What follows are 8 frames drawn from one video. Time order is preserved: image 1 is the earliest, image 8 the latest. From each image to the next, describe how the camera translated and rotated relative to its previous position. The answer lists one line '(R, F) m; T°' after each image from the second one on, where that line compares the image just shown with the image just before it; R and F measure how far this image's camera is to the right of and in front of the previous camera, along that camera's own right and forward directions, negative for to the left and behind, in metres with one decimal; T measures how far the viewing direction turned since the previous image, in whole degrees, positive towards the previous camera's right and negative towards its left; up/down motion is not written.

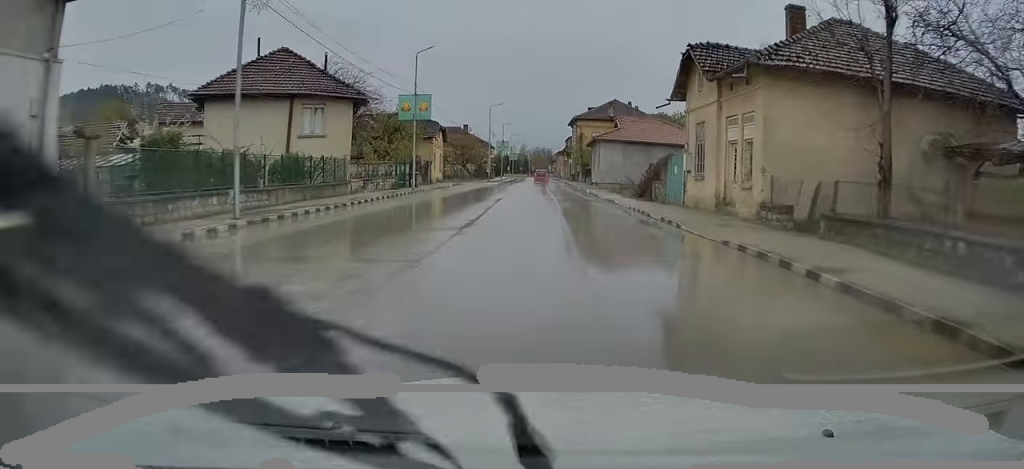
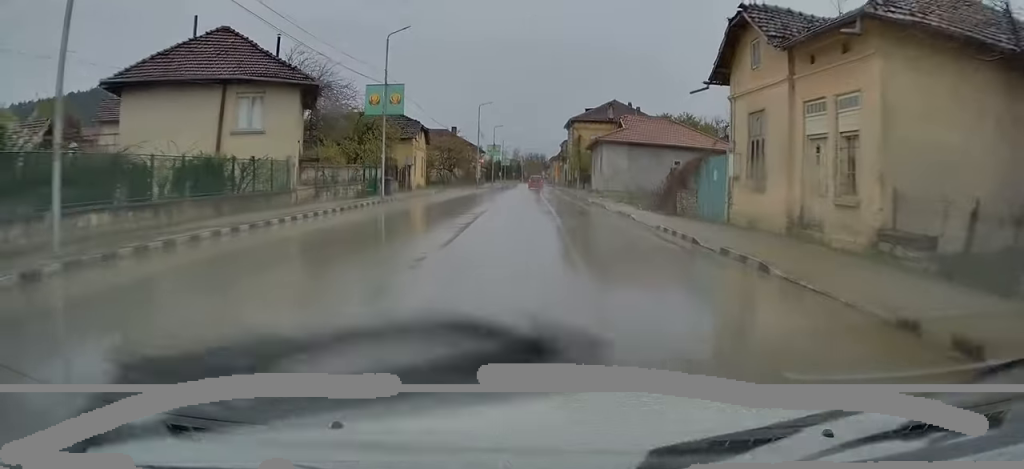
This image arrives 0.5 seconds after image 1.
(0.0, +6.5) m; 0°
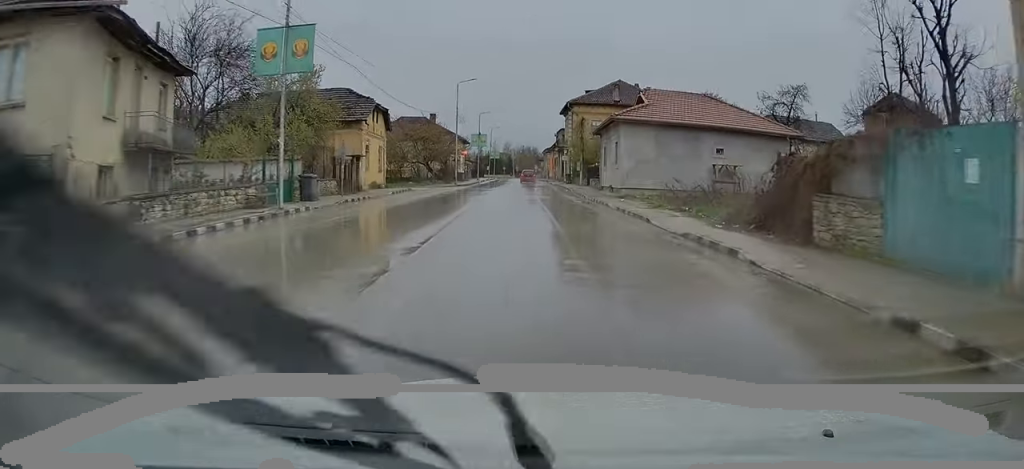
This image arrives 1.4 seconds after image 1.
(0.0, +12.7) m; 0°
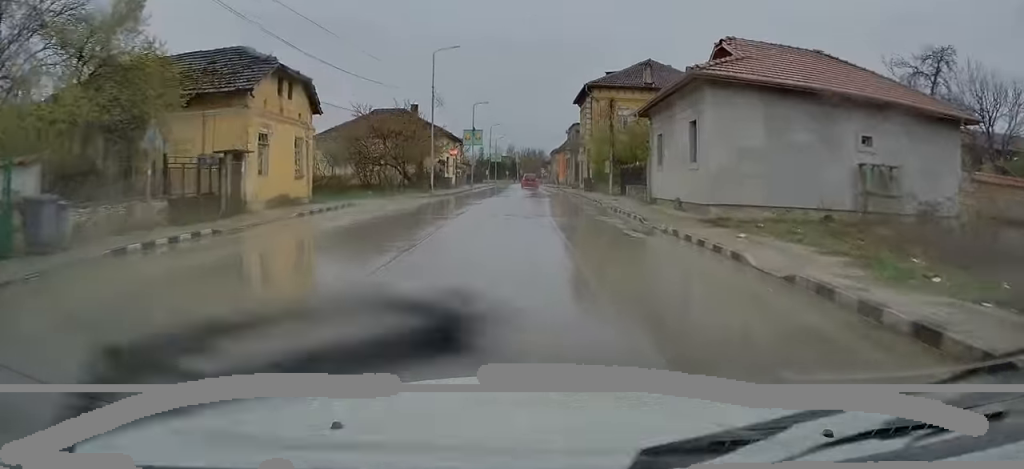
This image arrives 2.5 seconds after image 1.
(0.0, +15.8) m; 0°
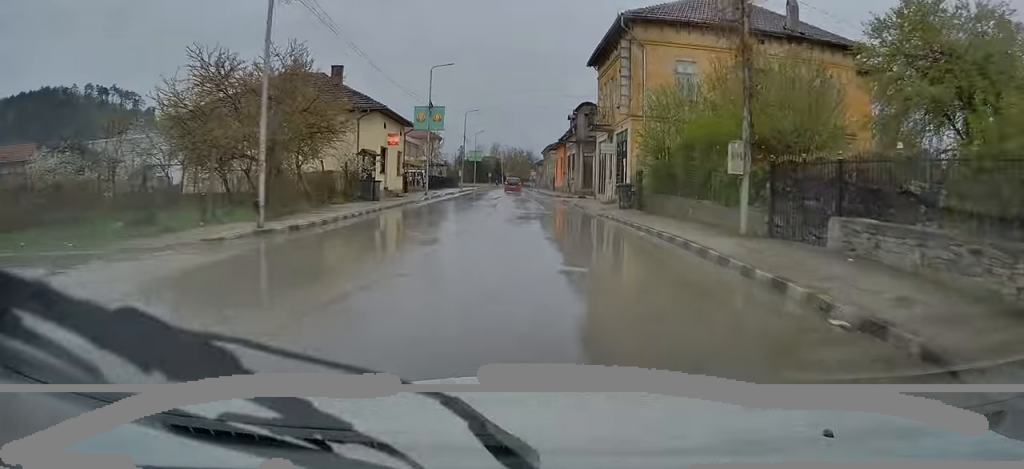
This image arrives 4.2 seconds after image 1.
(+0.1, +23.3) m; +1°
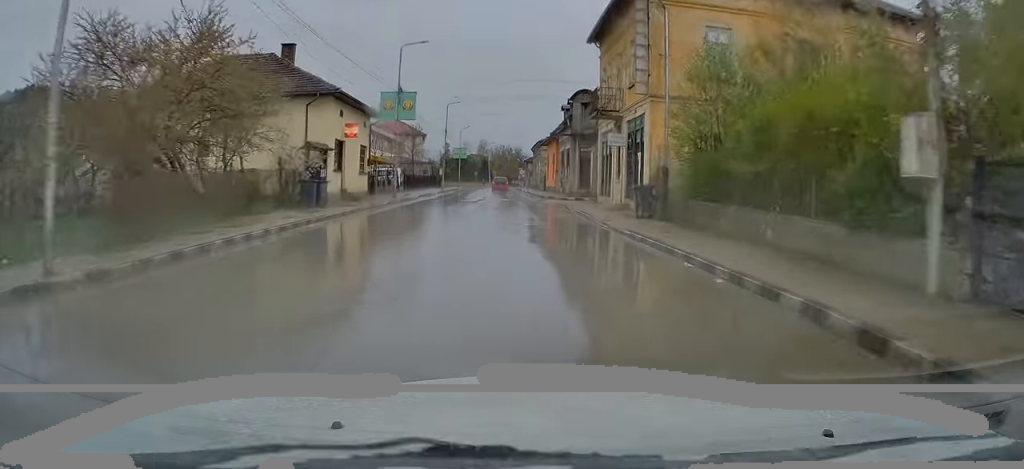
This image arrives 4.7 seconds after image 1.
(0.0, +6.8) m; 0°
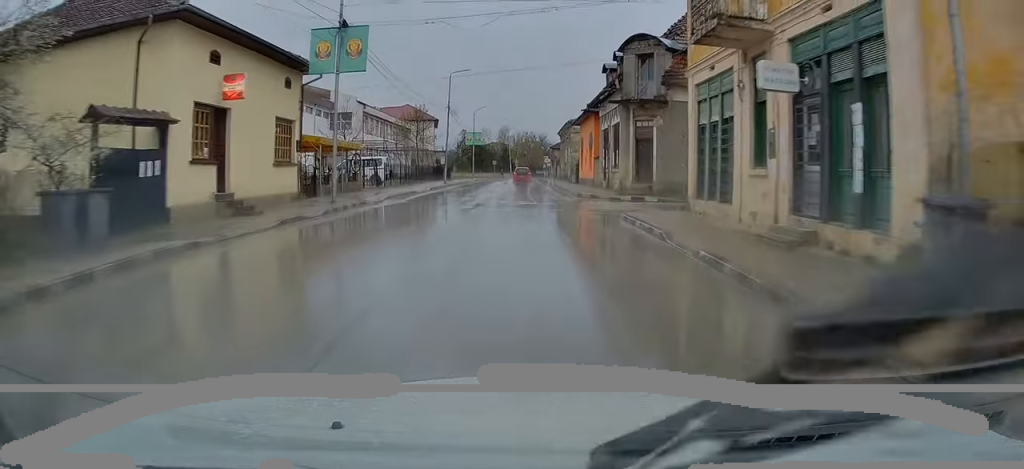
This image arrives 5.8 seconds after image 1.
(0.0, +14.6) m; 0°
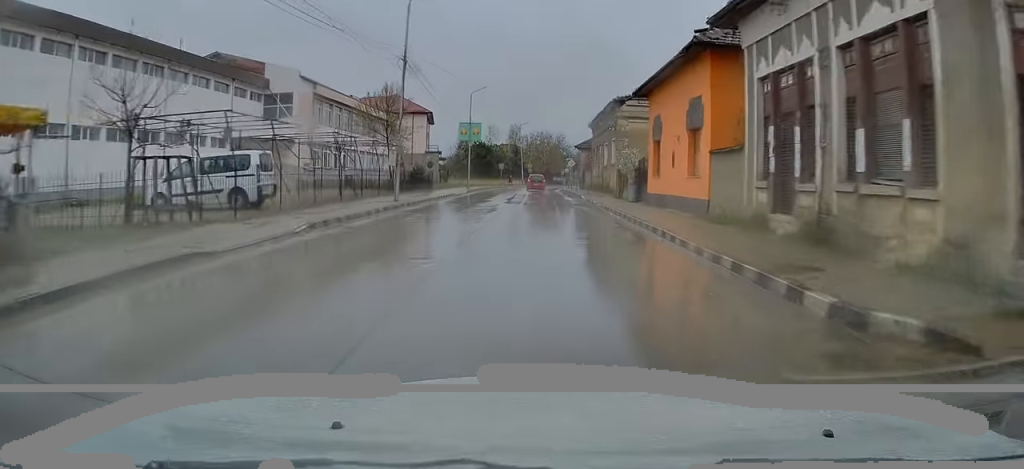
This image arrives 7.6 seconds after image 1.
(-0.2, +23.3) m; -1°
